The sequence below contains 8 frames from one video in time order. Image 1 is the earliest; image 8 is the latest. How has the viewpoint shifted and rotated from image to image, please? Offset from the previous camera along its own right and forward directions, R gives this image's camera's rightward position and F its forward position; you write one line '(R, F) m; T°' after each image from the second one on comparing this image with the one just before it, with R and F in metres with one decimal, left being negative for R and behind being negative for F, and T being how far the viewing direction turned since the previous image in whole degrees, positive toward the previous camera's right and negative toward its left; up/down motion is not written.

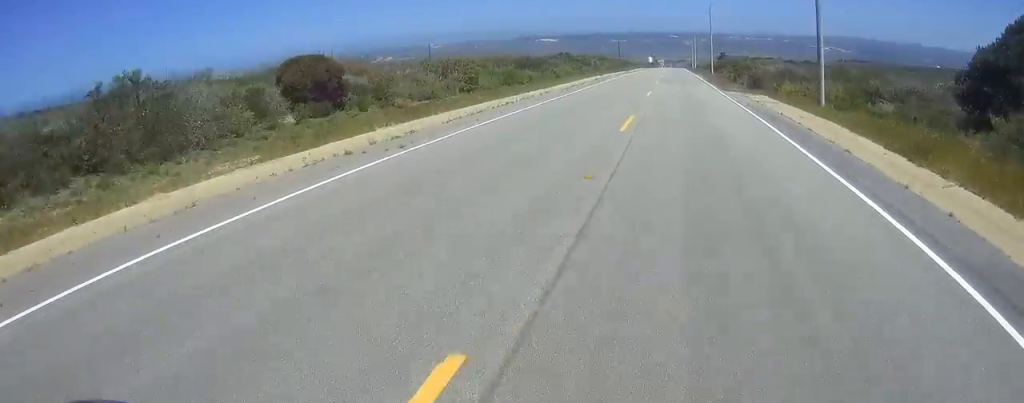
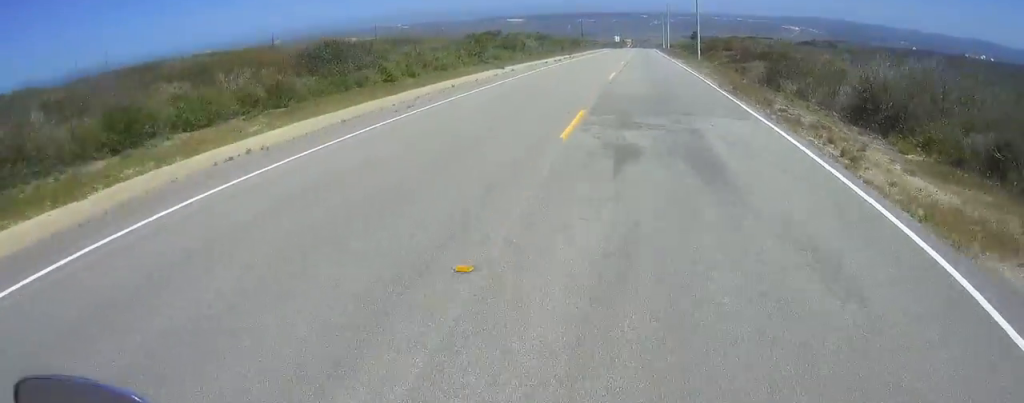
(-0.1, +33.1) m; 0°
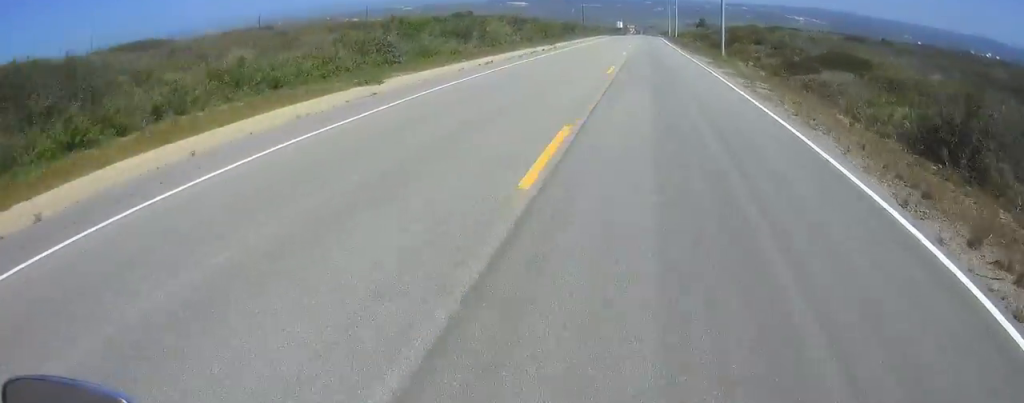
(0.0, +18.2) m; 0°
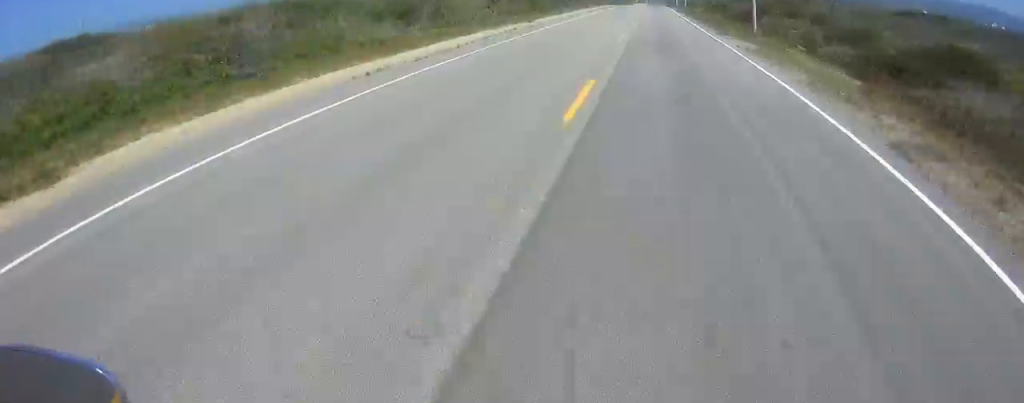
(0.0, +12.6) m; 0°
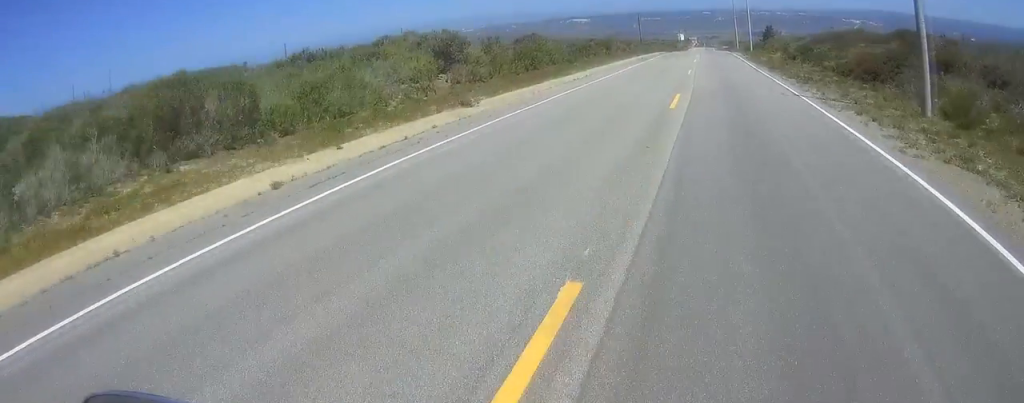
(0.0, +21.3) m; 0°
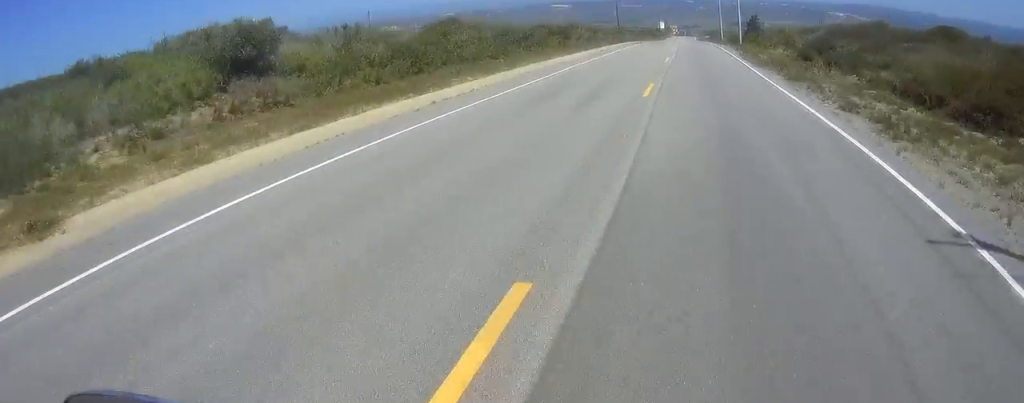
(0.0, +14.5) m; 0°
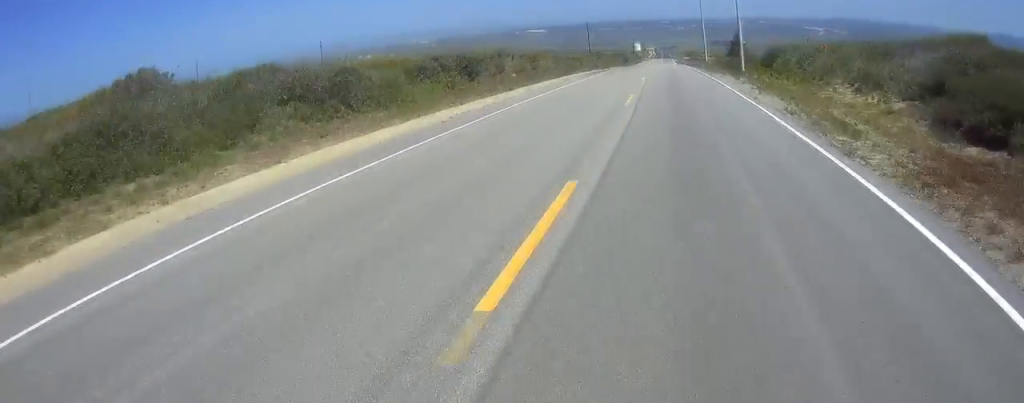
(0.0, +25.0) m; +1°
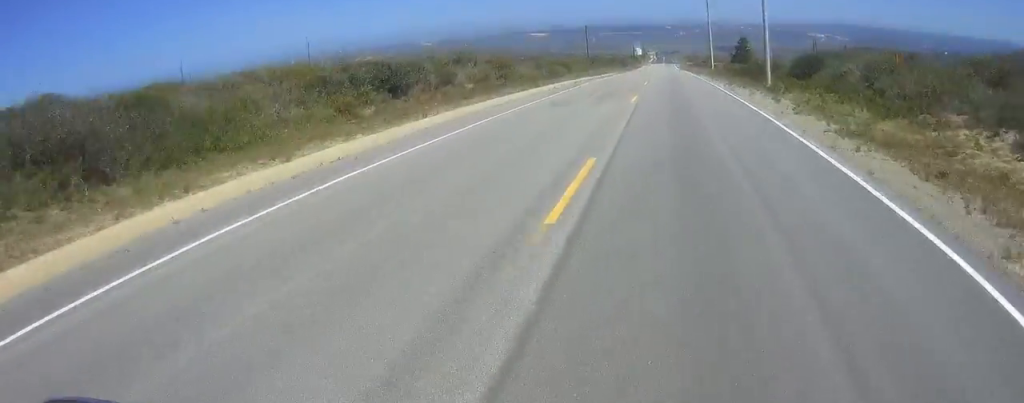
(+0.1, +12.5) m; 0°
